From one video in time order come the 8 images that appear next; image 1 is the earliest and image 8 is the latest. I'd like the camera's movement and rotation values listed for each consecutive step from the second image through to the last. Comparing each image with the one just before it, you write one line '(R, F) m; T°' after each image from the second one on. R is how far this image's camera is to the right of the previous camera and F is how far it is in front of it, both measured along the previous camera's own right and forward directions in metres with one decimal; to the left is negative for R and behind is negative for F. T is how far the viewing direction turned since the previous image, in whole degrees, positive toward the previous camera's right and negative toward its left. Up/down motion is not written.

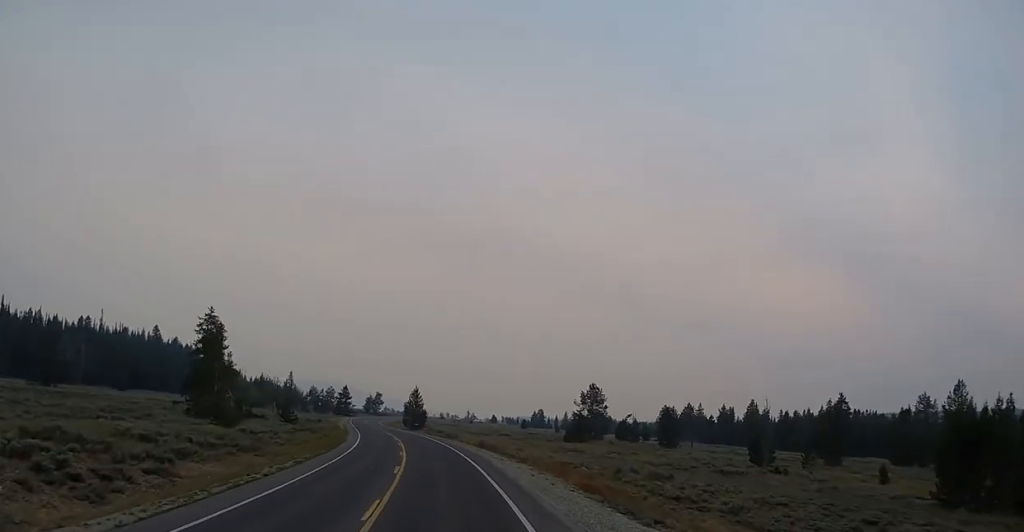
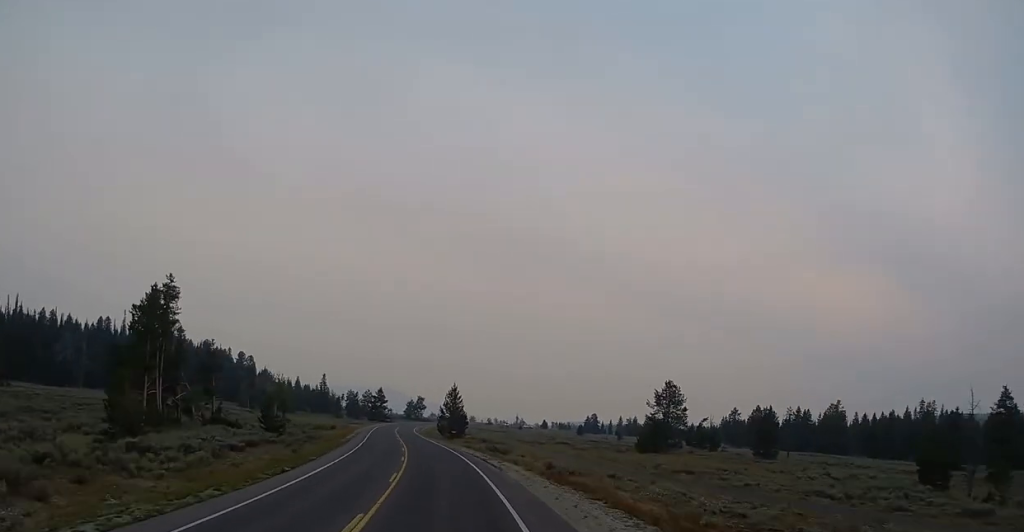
(-0.9, +26.6) m; -4°
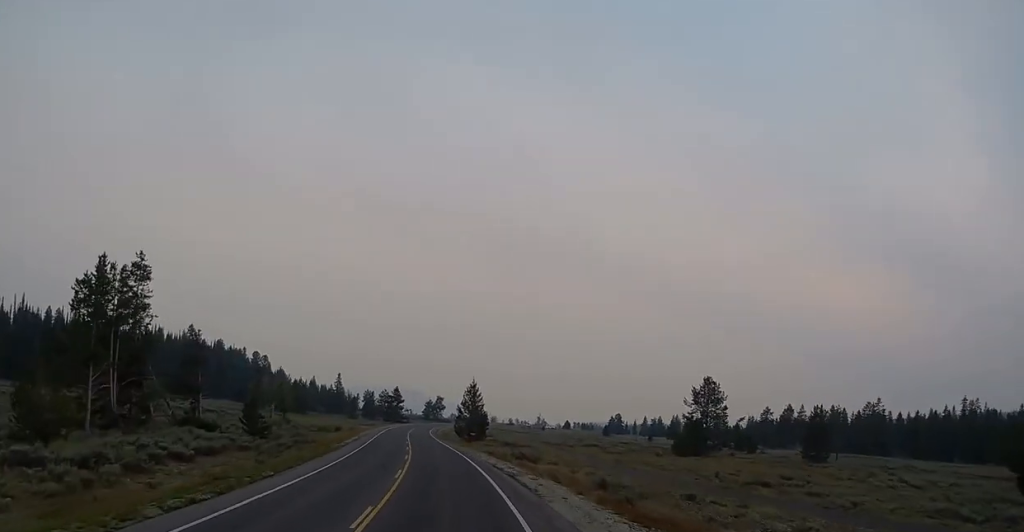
(-0.2, +11.4) m; -2°
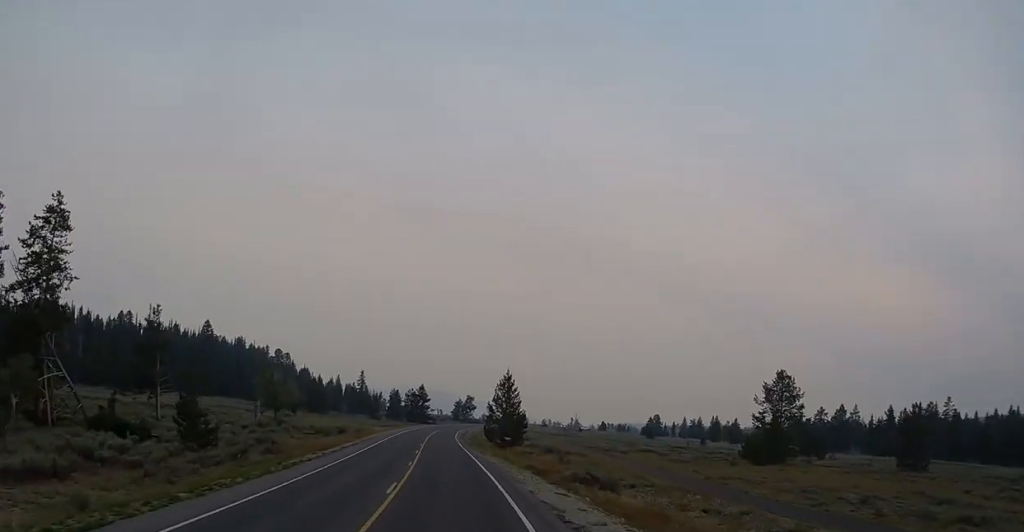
(-0.5, +18.2) m; -2°
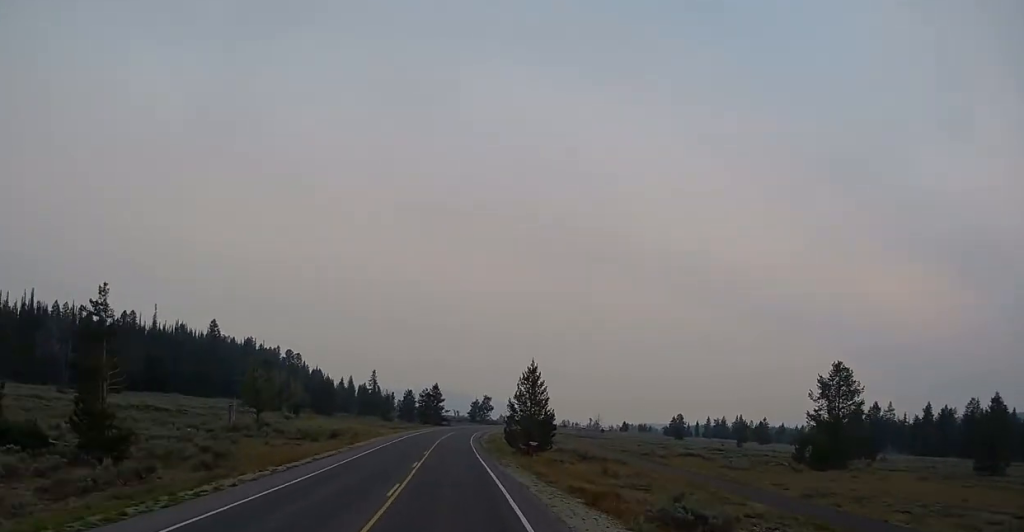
(-0.1, +12.1) m; -1°
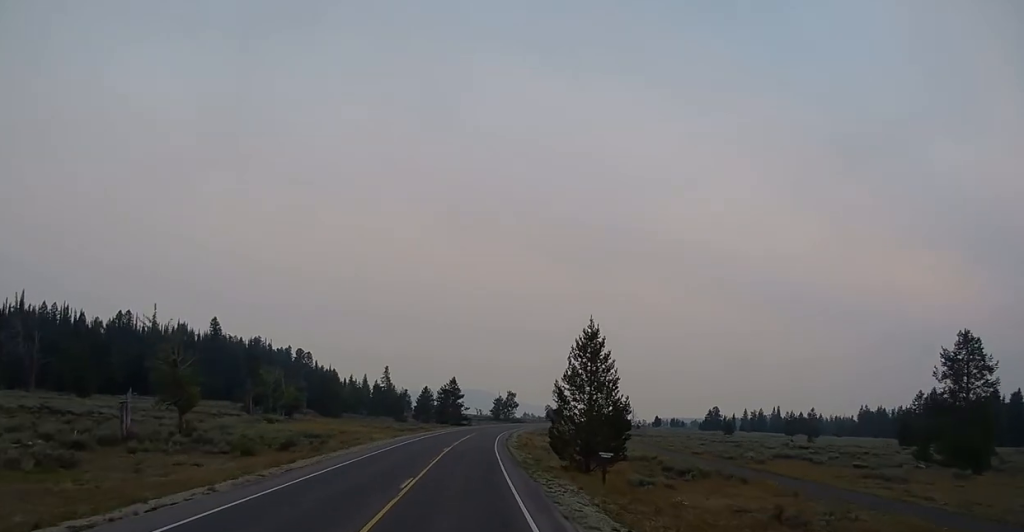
(-0.2, +22.1) m; -2°
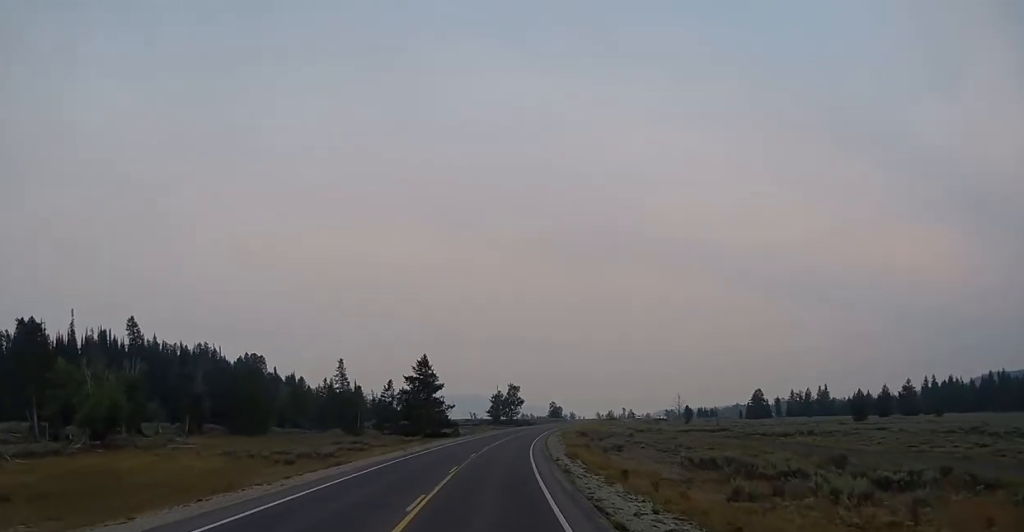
(-0.5, +65.9) m; +1°
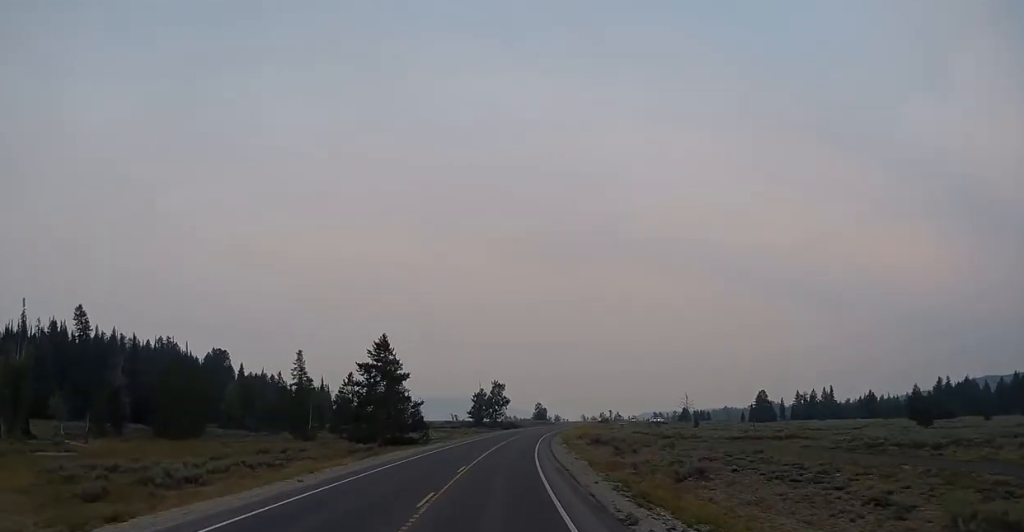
(+0.3, +22.5) m; +2°
